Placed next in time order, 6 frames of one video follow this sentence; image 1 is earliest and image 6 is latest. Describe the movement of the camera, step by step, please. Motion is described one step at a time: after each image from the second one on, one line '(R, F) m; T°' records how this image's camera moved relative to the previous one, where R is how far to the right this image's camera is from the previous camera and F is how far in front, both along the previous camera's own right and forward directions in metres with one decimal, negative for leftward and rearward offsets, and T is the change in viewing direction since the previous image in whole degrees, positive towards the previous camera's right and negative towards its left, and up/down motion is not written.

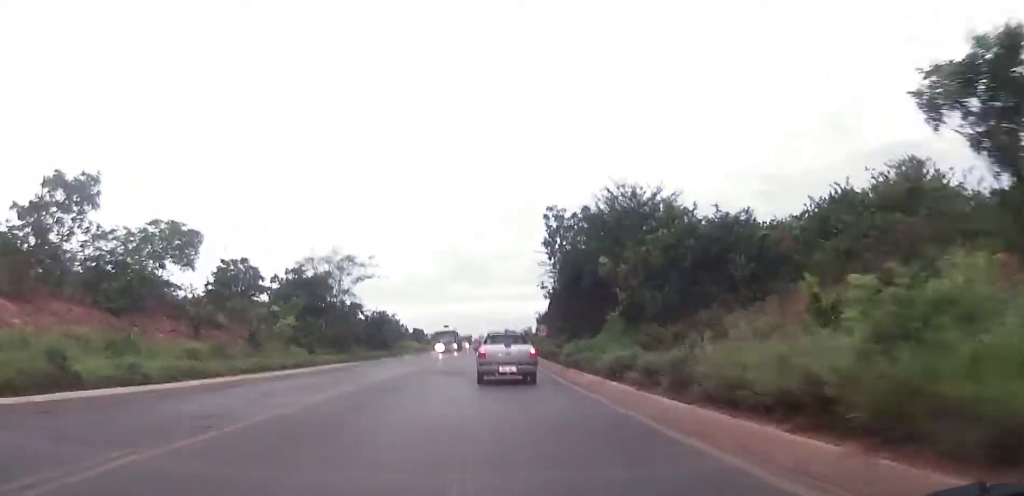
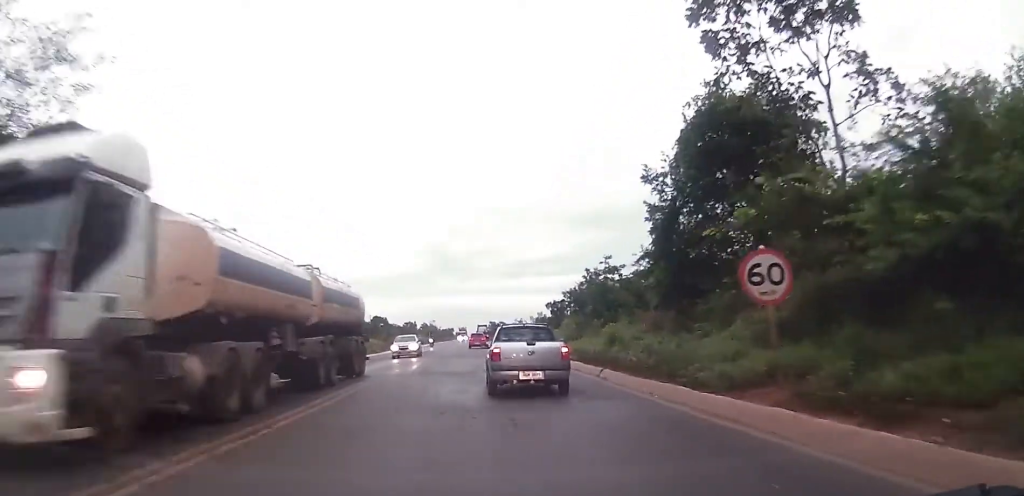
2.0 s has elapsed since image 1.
(-0.9, +43.3) m; 0°
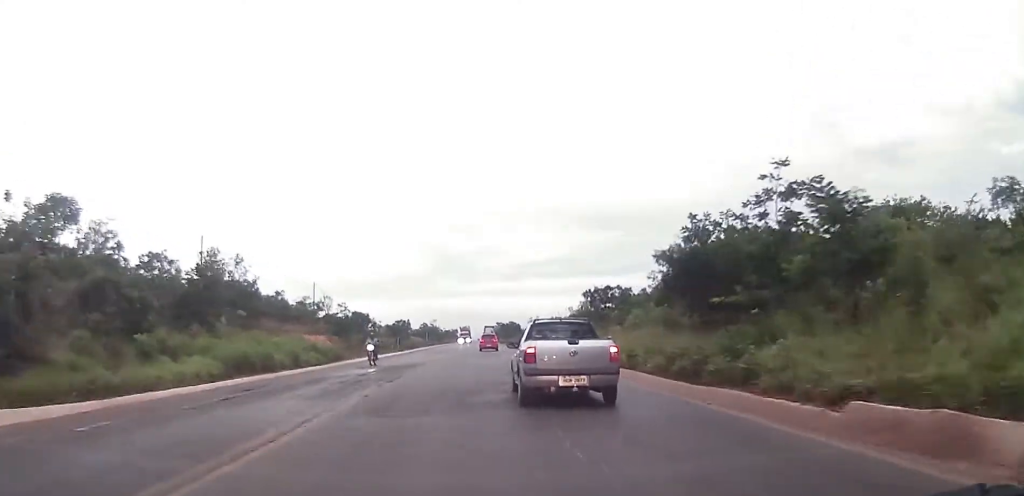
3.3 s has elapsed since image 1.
(+1.0, +27.9) m; +1°
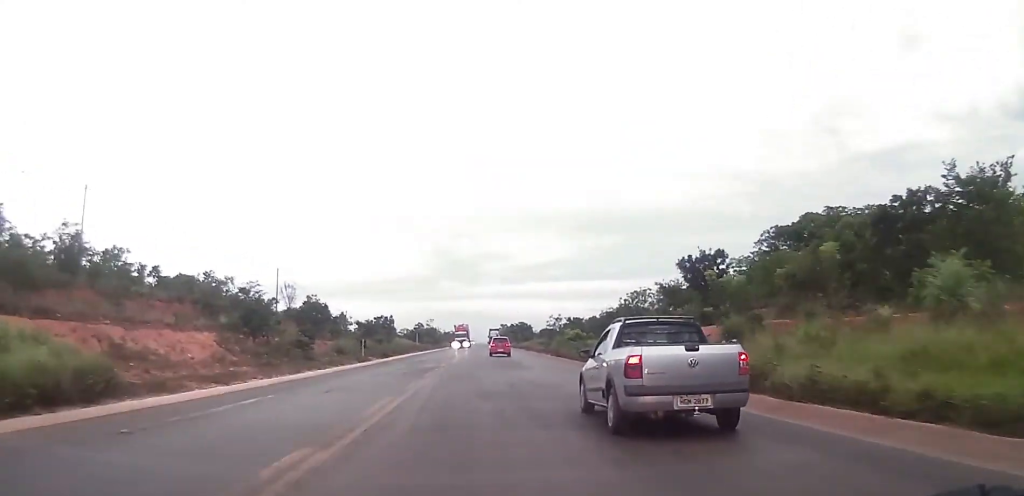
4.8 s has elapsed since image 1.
(-0.7, +30.7) m; -1°
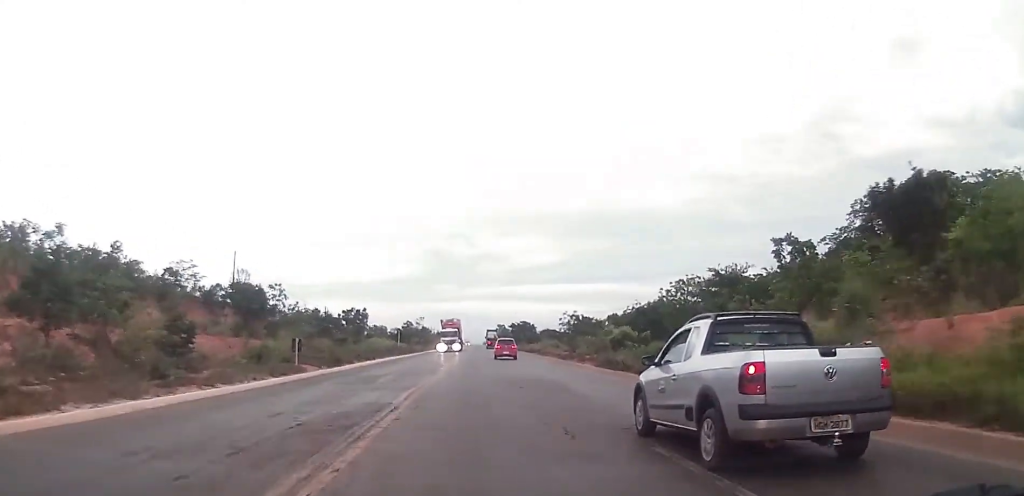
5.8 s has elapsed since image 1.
(+0.2, +20.5) m; +1°
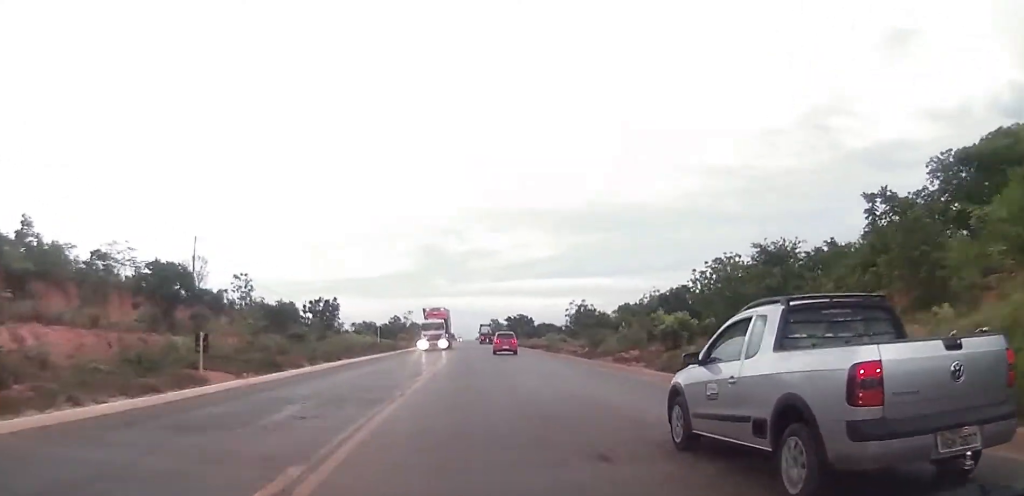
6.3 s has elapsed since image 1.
(+0.1, +12.2) m; +1°
